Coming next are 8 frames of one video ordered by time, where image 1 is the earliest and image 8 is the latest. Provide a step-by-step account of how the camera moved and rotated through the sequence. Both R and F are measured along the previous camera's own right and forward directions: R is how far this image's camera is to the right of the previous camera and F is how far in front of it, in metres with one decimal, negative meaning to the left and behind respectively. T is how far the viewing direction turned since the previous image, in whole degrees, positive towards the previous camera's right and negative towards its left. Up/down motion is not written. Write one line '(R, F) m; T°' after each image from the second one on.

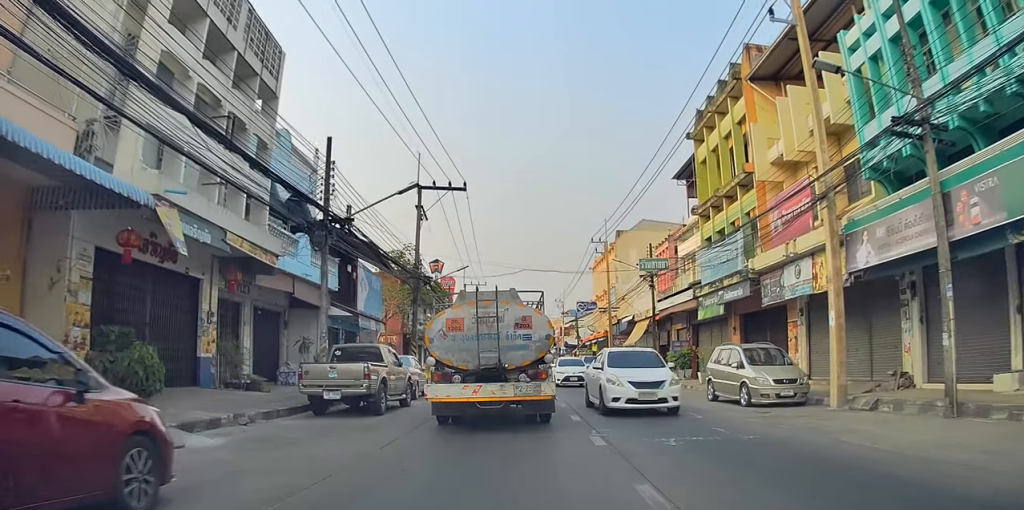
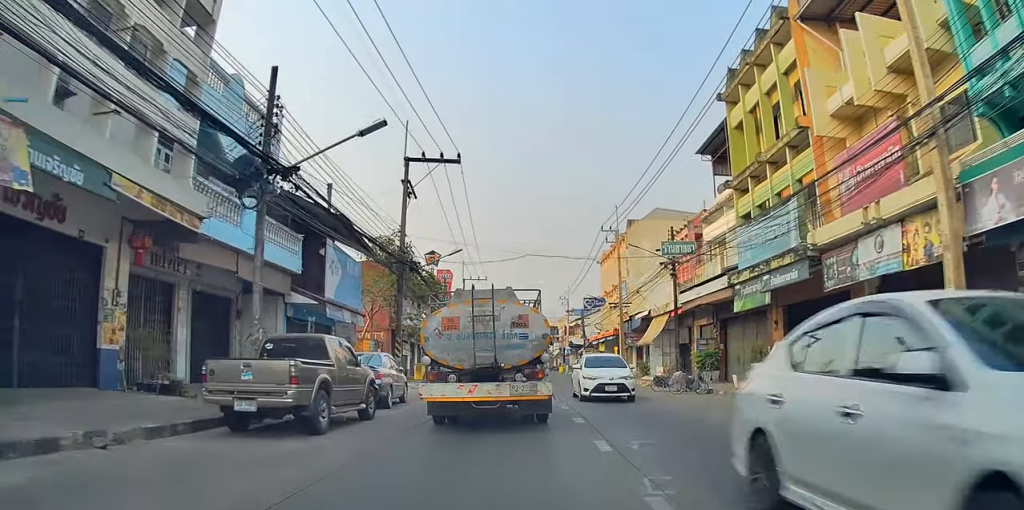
(0.0, +4.4) m; -1°
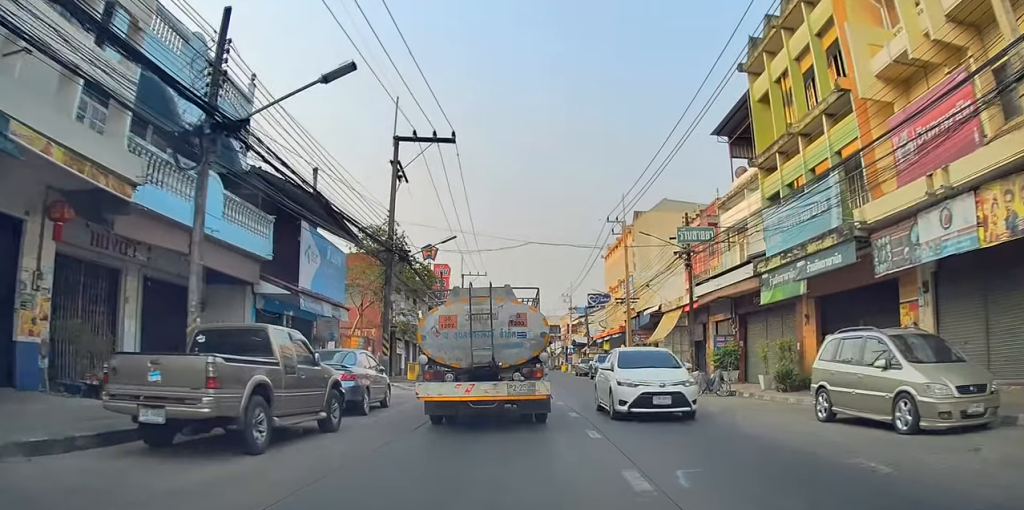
(-0.1, +2.6) m; -1°
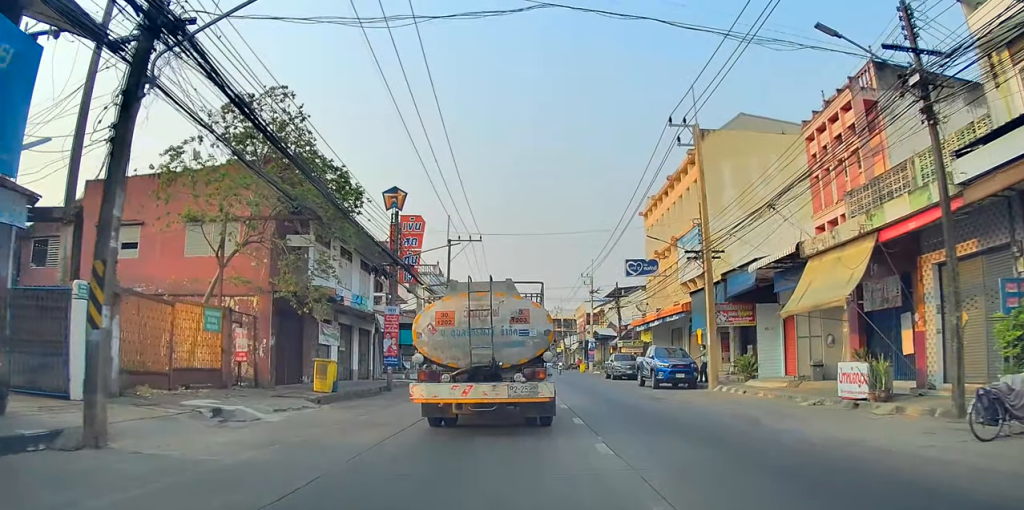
(-3.7, +16.9) m; -25°
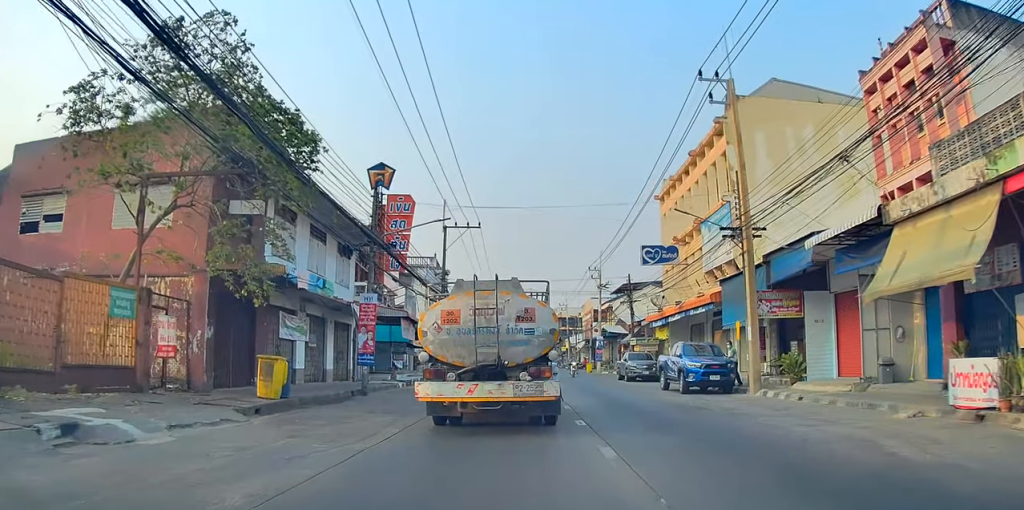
(0.0, +4.7) m; +4°
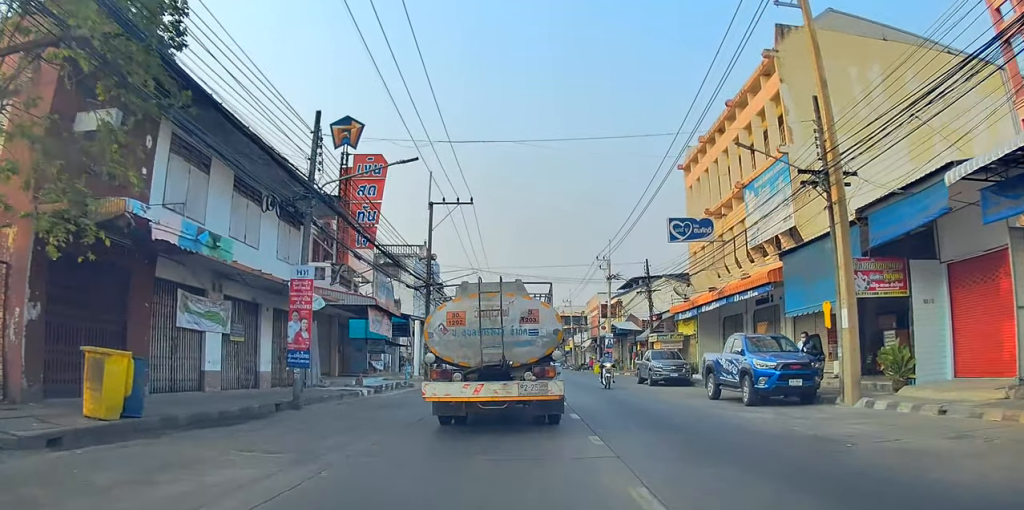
(+0.7, +7.1) m; 0°
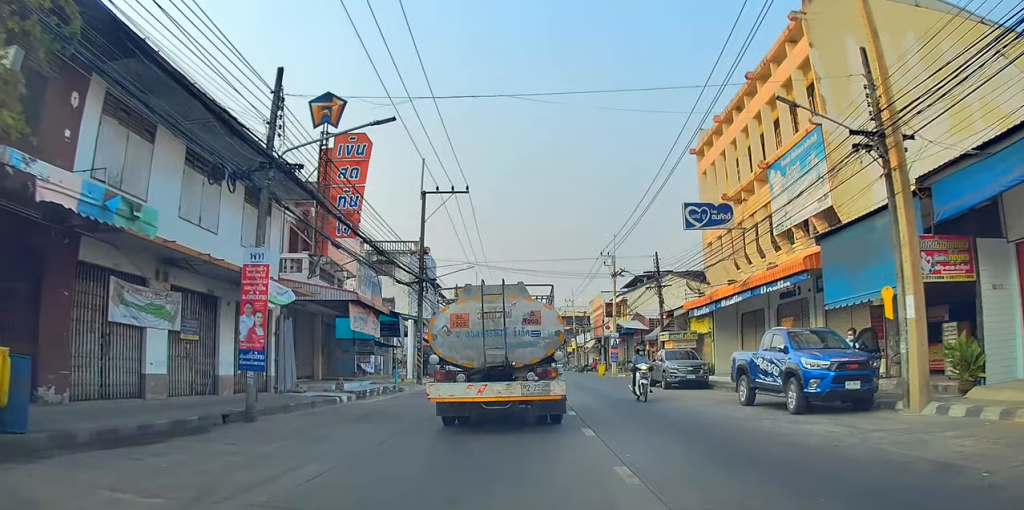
(0.0, +2.9) m; -3°
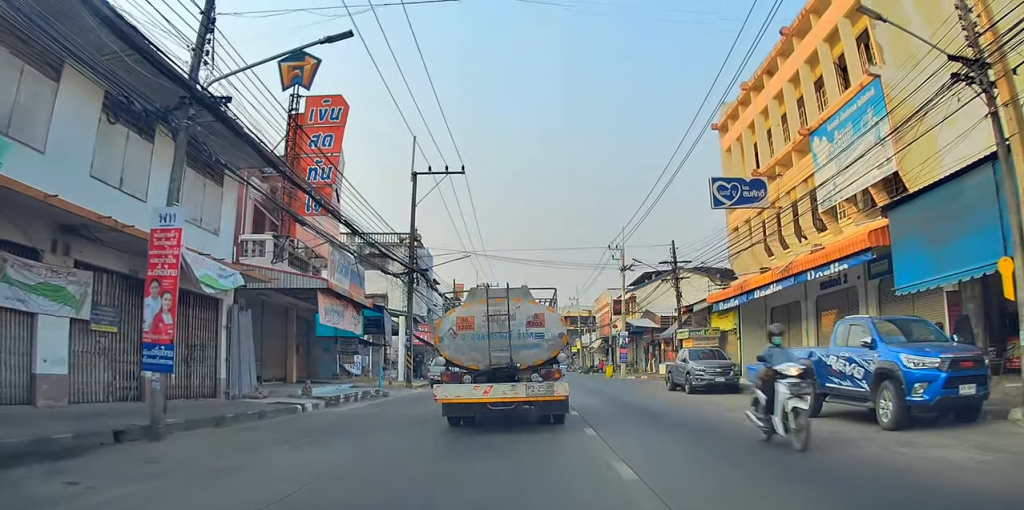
(-0.6, +3.6) m; 0°
